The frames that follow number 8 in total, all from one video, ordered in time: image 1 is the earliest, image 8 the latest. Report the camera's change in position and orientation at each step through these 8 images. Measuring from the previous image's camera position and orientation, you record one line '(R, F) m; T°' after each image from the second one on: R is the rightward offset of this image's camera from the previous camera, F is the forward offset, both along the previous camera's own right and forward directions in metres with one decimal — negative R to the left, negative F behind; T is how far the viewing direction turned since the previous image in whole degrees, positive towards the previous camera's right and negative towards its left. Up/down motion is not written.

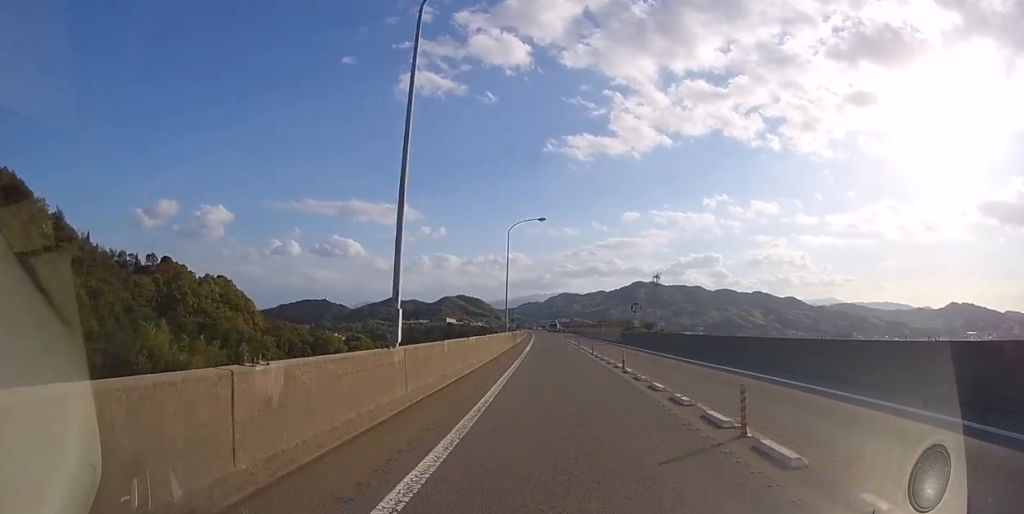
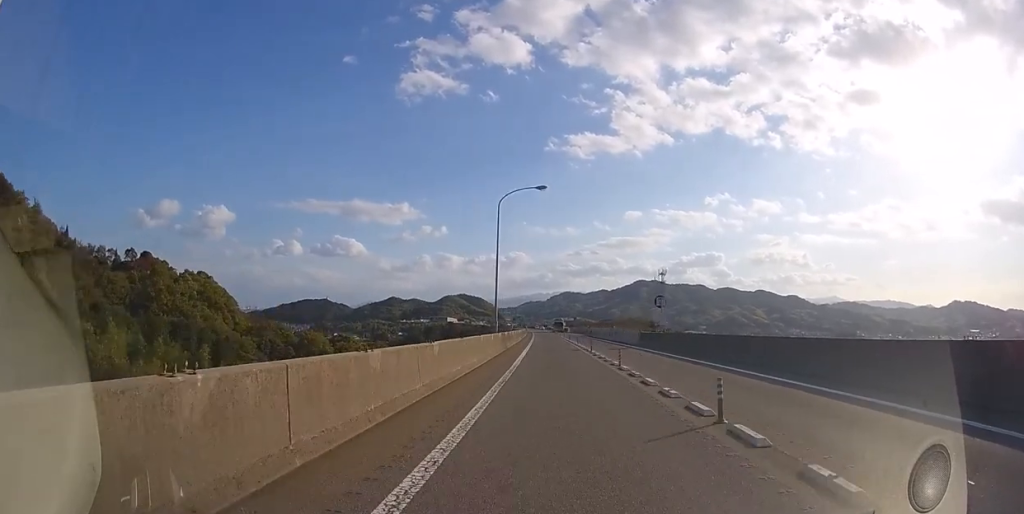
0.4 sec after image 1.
(0.0, +8.9) m; 0°
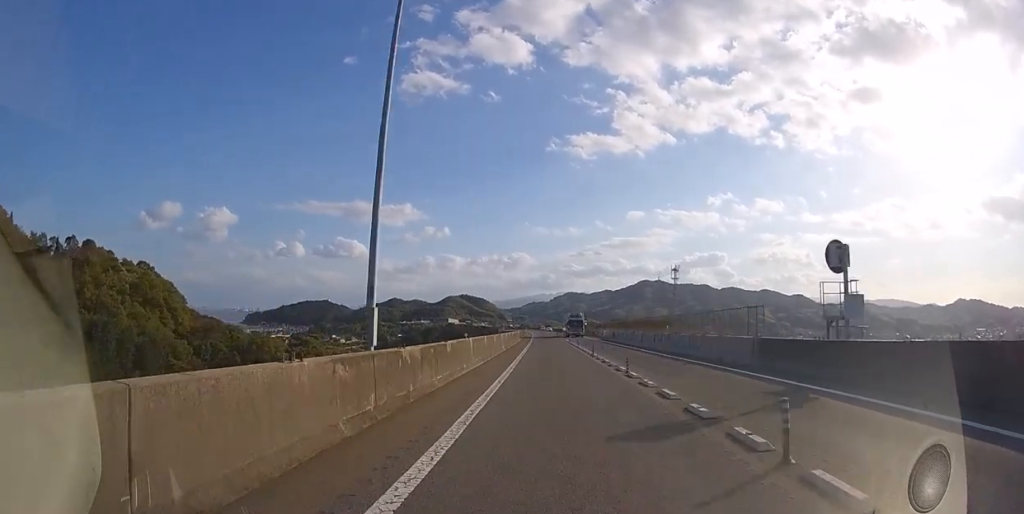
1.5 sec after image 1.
(-0.1, +21.9) m; -1°
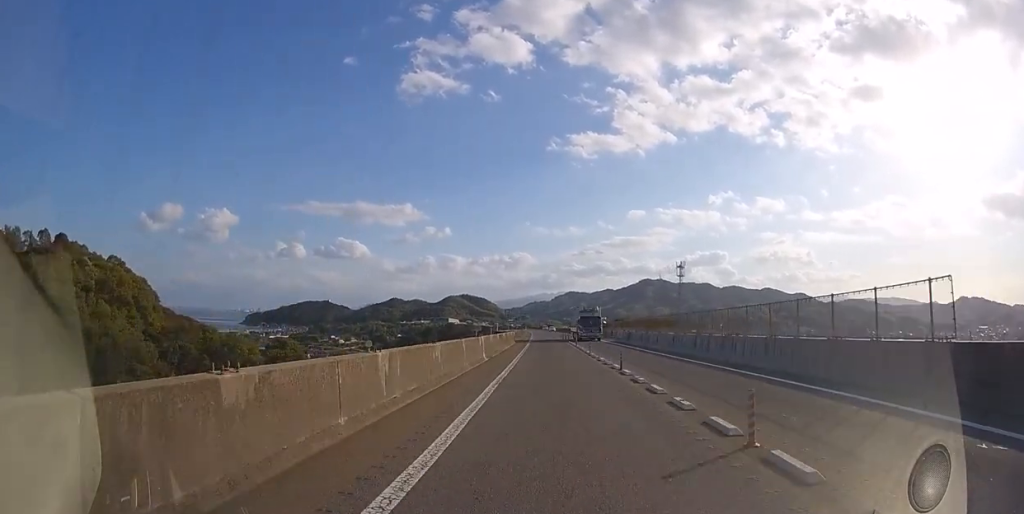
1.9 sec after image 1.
(0.0, +9.0) m; 0°
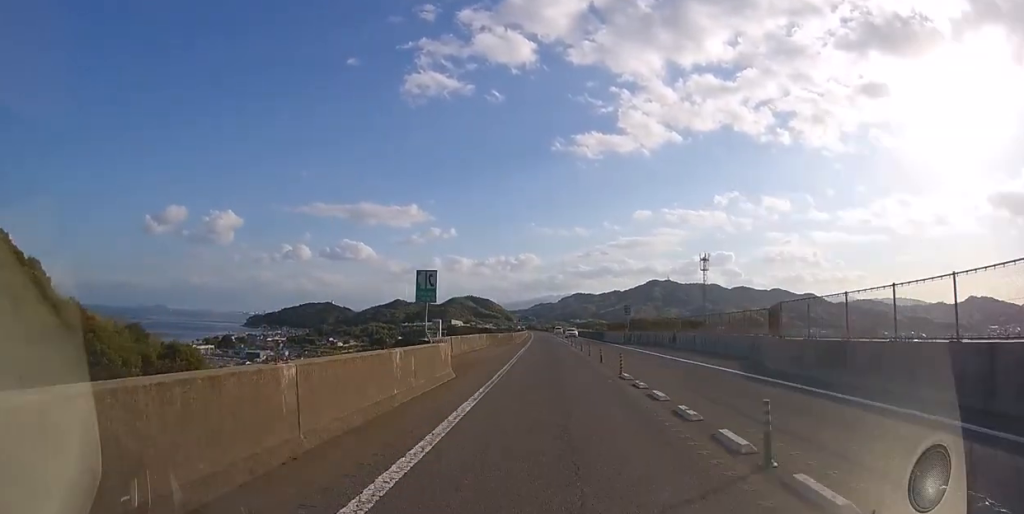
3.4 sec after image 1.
(-0.2, +31.1) m; -1°
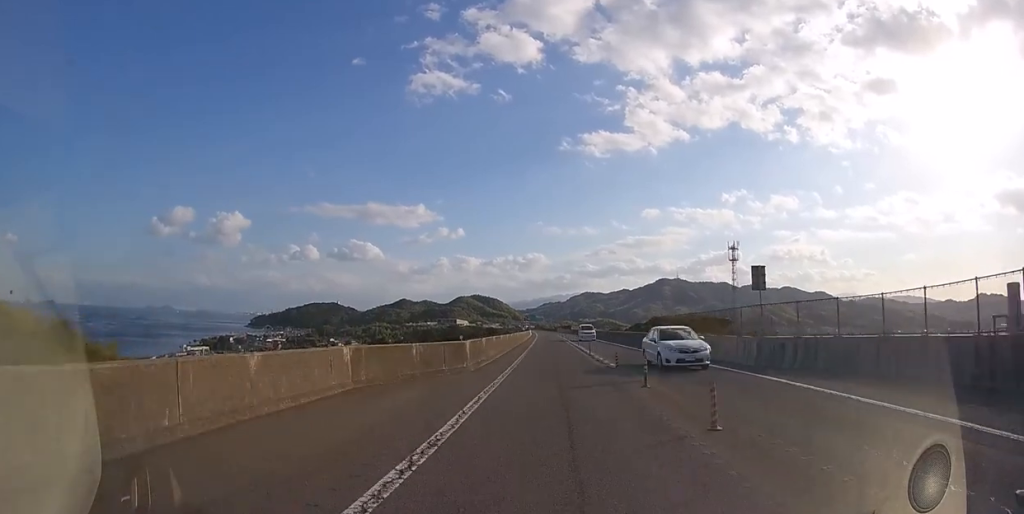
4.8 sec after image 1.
(-0.2, +27.9) m; -1°
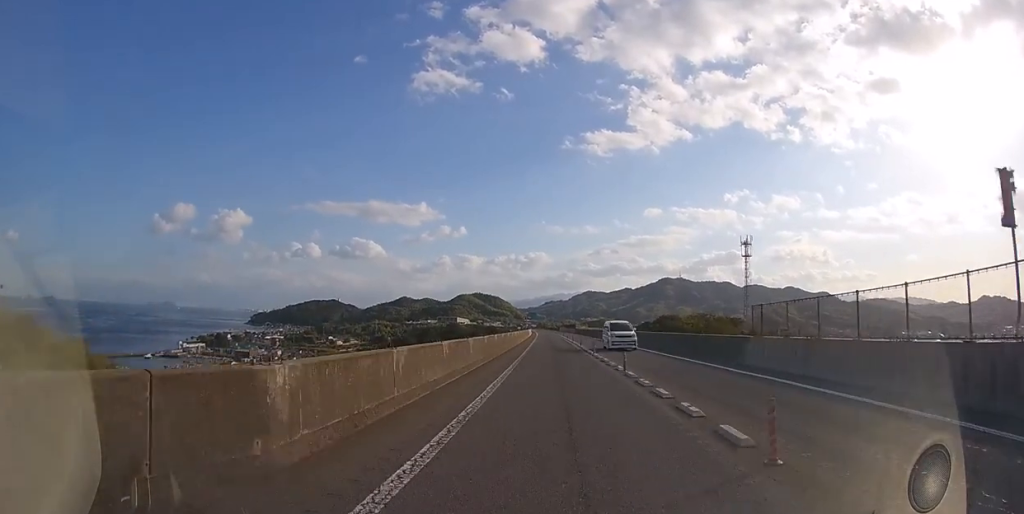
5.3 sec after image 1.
(0.0, +11.2) m; 0°
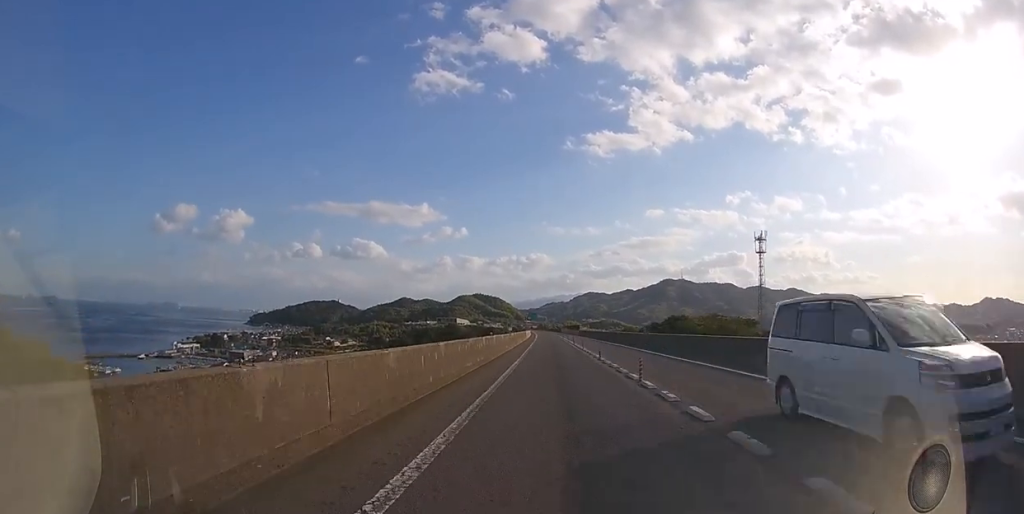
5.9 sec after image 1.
(-0.1, +12.7) m; 0°
